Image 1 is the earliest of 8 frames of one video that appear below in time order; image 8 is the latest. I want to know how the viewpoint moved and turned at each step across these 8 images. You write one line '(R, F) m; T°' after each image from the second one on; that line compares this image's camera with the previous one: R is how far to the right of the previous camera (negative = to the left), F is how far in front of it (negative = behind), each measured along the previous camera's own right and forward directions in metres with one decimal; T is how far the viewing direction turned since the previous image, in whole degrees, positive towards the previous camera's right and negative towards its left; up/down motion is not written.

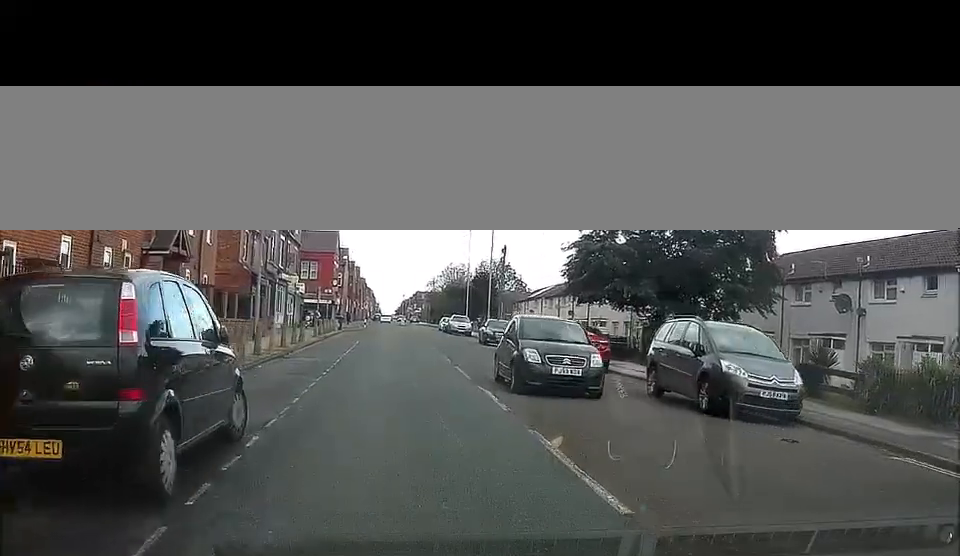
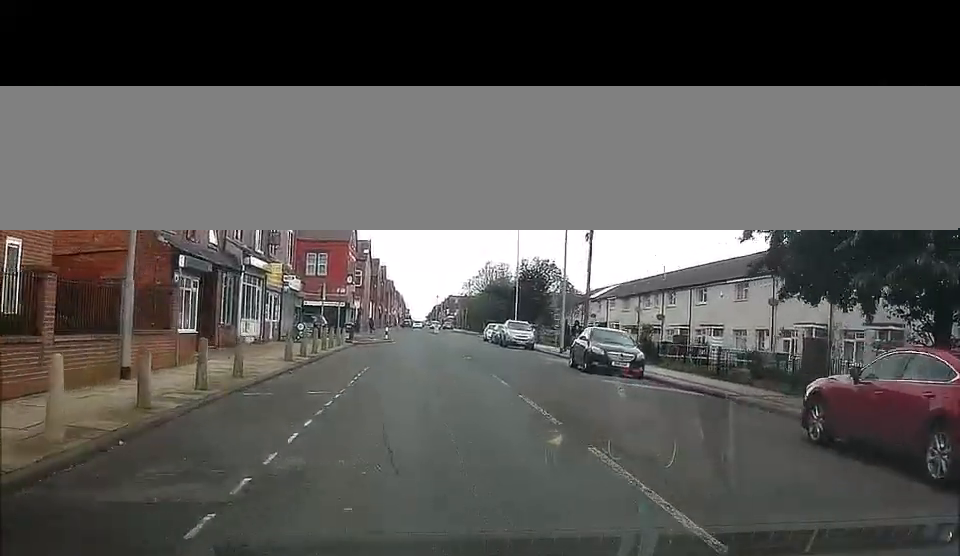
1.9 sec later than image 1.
(-0.4, +18.7) m; -3°
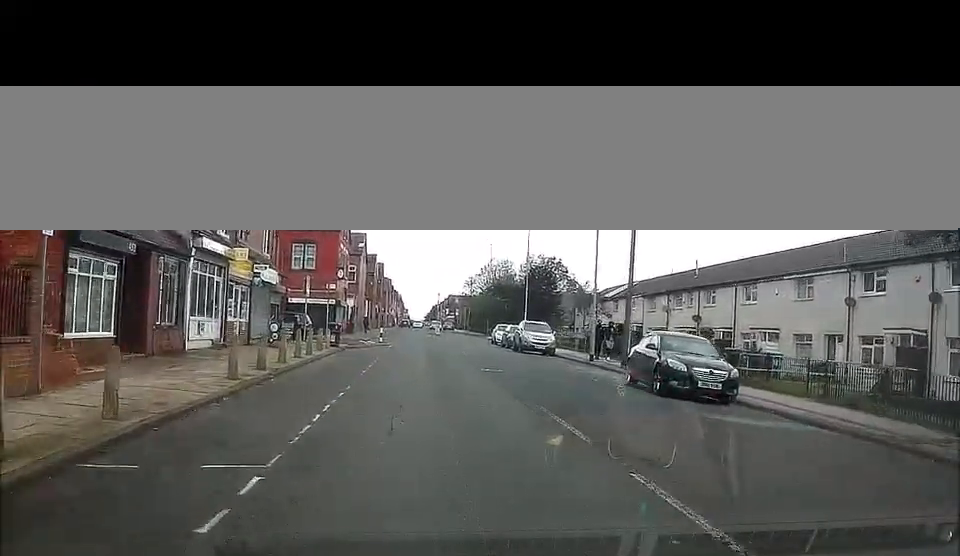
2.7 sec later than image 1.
(-0.1, +7.3) m; 0°
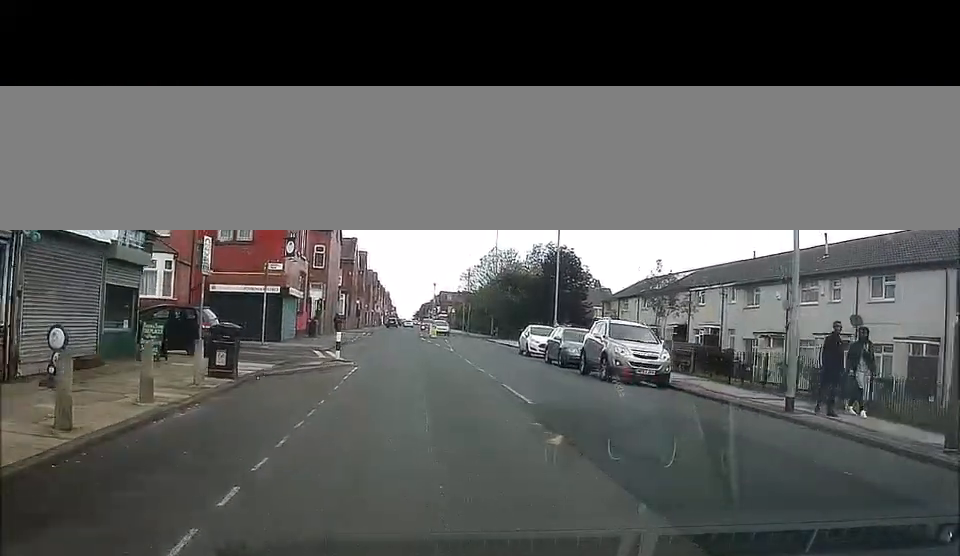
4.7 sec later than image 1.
(+0.7, +19.5) m; +4°
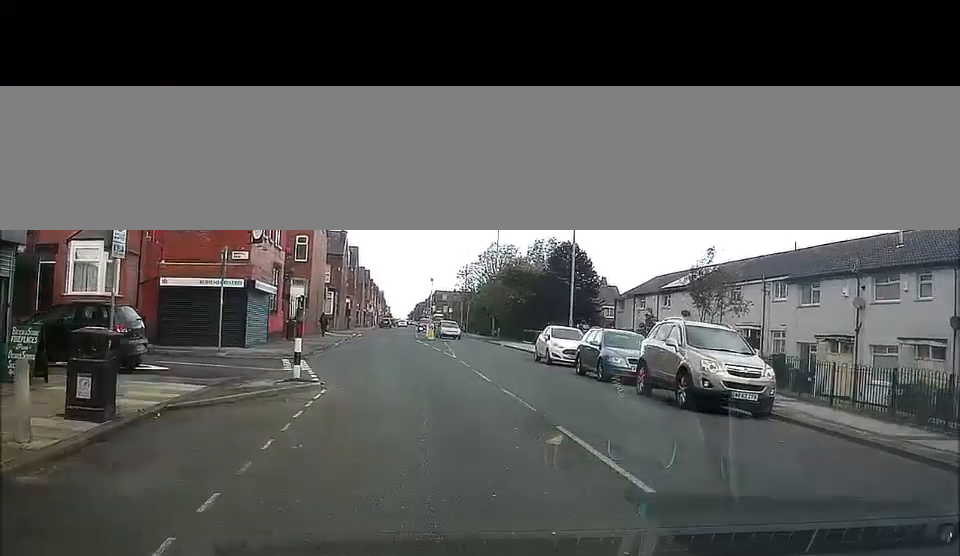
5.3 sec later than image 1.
(0.0, +6.7) m; -1°
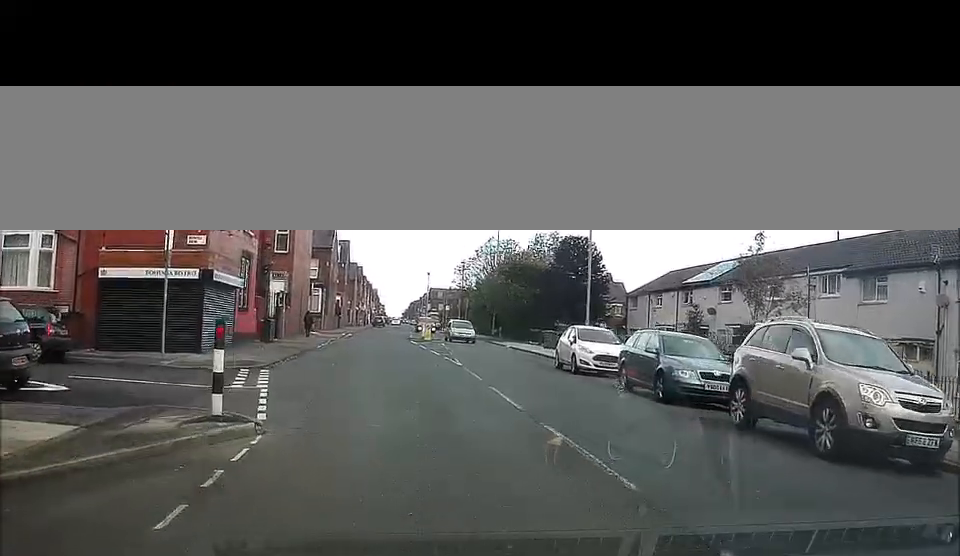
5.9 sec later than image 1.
(0.0, +5.7) m; -1°
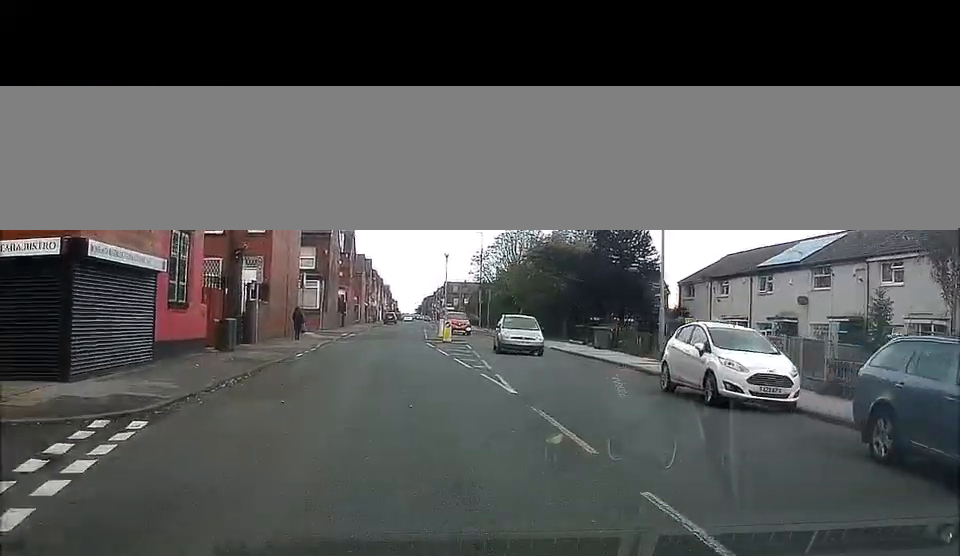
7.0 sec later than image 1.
(-0.3, +10.6) m; -3°
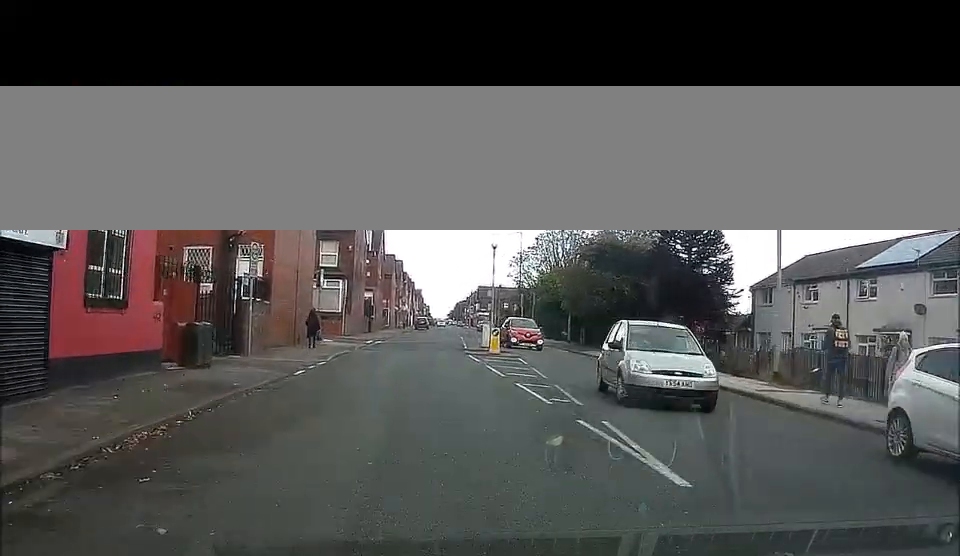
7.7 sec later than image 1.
(-0.1, +7.5) m; -1°
